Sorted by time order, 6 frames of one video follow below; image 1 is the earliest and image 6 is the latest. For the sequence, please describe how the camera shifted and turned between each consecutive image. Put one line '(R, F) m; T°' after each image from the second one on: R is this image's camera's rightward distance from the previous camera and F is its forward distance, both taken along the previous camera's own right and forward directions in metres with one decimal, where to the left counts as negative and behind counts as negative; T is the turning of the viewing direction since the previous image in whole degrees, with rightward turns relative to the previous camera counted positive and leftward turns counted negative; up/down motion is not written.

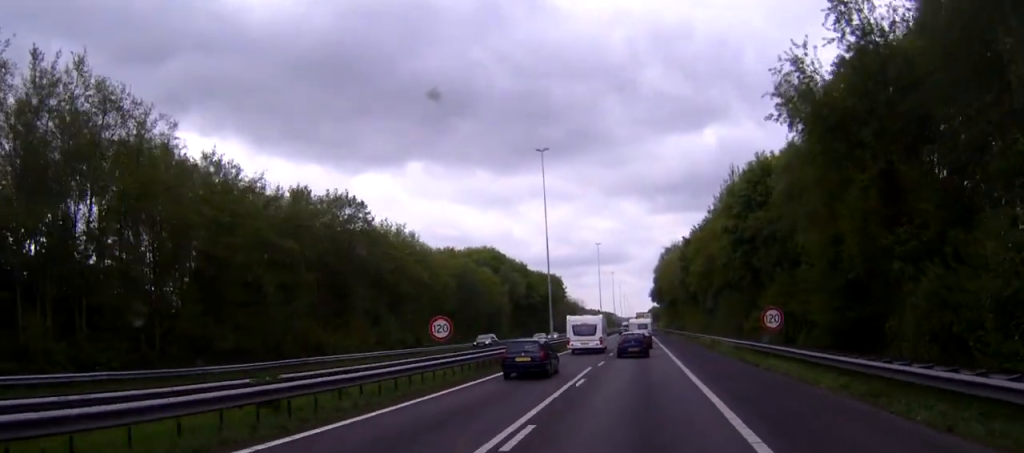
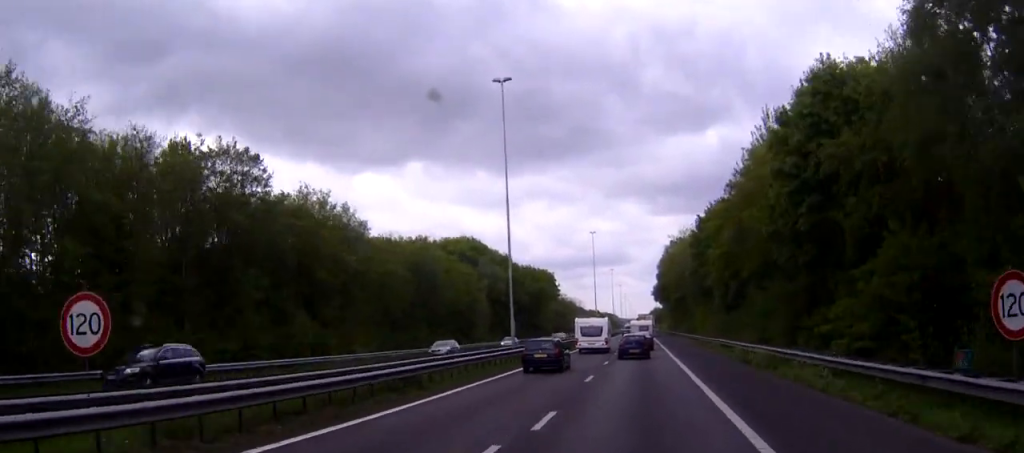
(0.0, +20.7) m; 0°
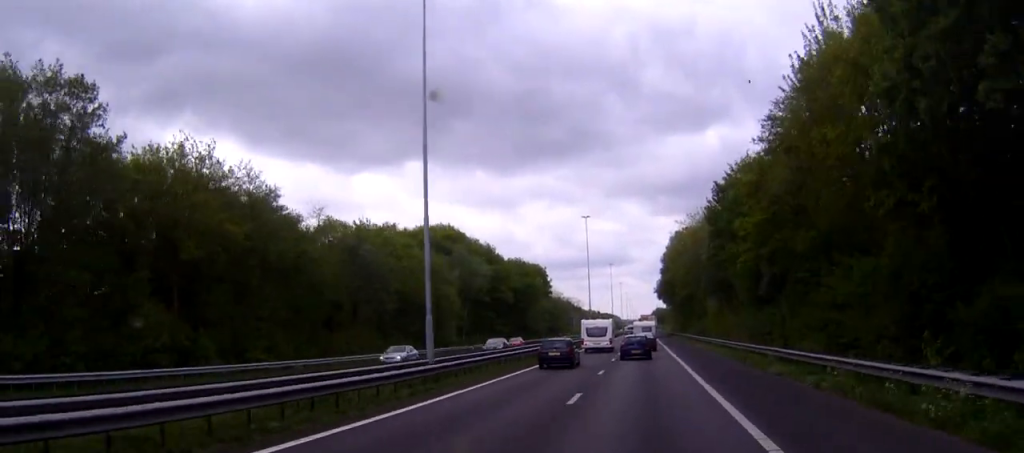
(+0.1, +18.6) m; 0°
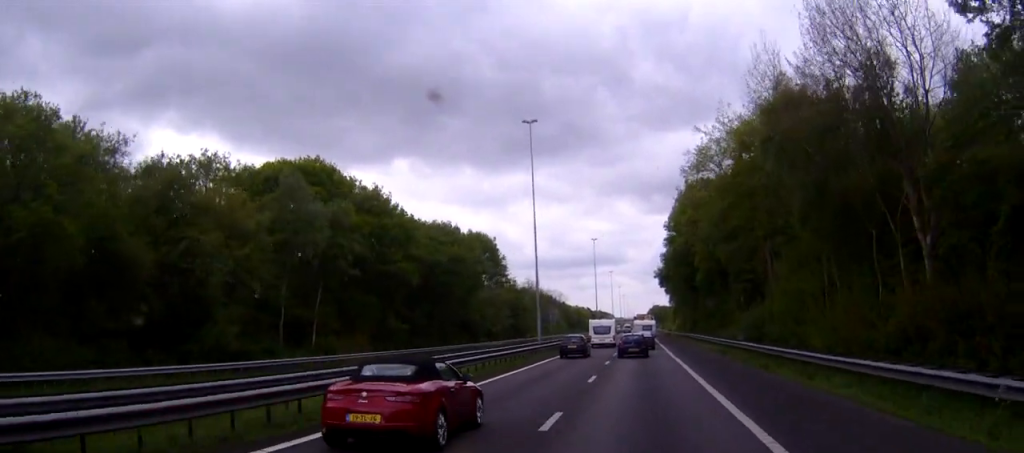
(0.0, +51.2) m; 0°
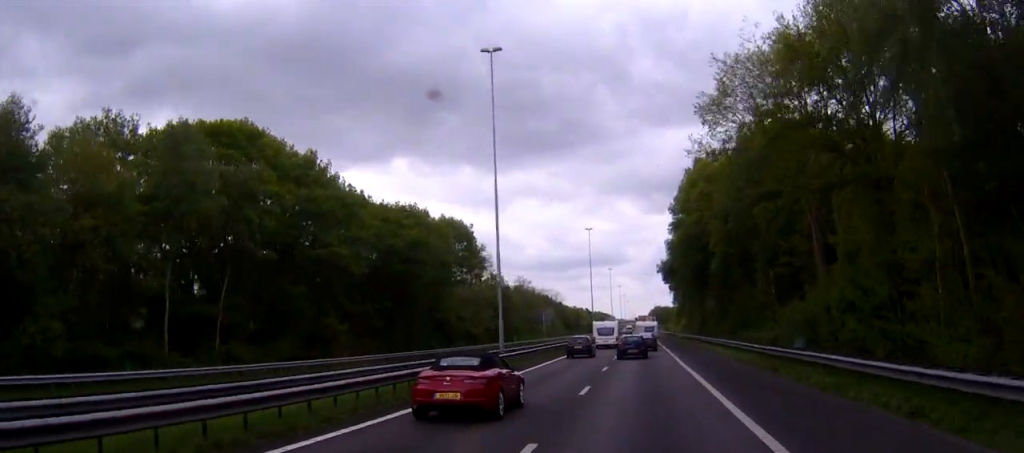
(-0.1, +15.5) m; 0°
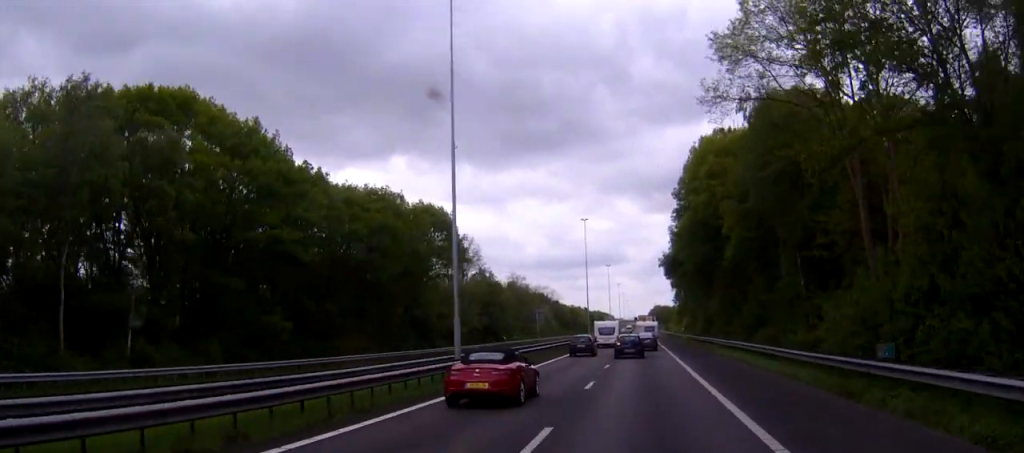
(0.0, +9.6) m; 0°
